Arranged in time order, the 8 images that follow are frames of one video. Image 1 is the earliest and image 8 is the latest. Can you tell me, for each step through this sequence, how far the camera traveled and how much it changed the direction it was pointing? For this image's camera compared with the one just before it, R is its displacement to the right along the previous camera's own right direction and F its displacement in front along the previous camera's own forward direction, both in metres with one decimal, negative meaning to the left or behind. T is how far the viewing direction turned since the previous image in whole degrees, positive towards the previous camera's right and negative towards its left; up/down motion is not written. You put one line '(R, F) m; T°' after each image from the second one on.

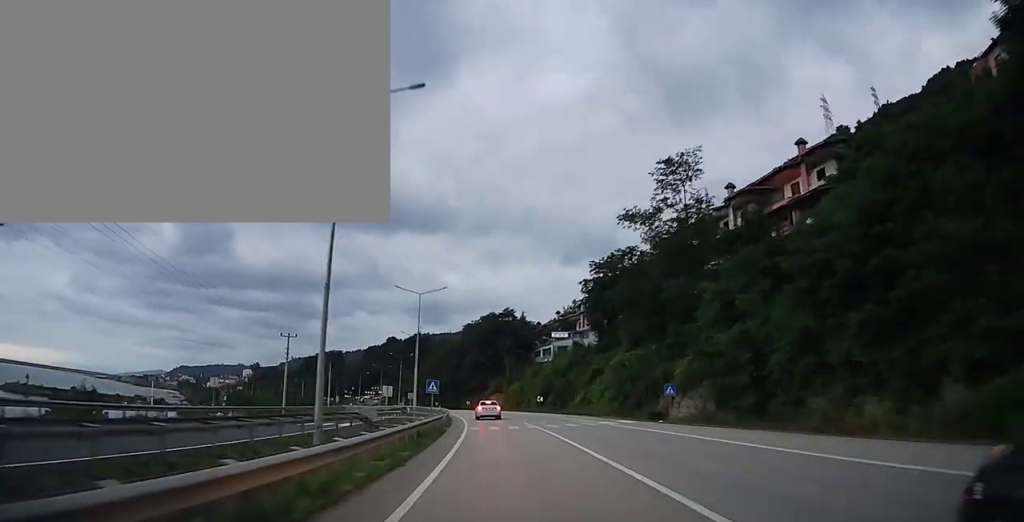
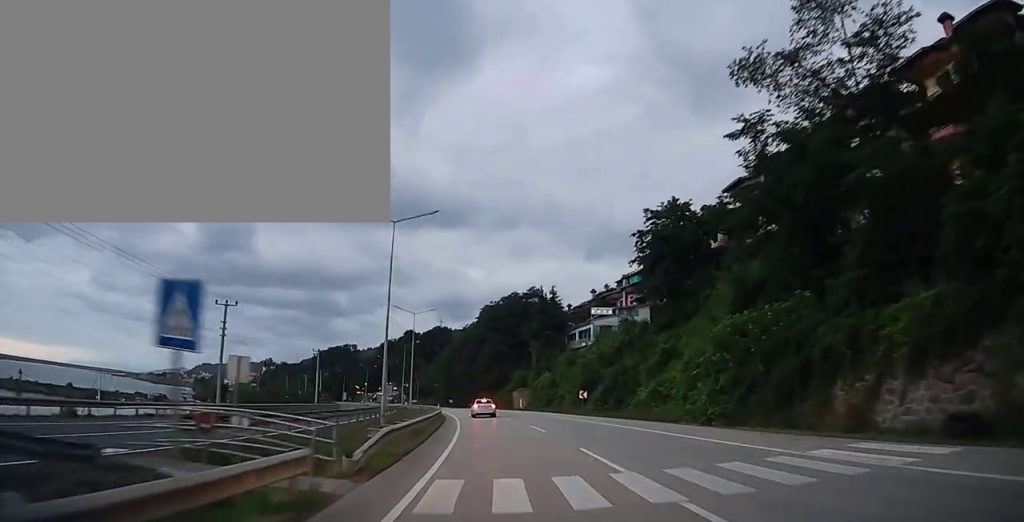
(-0.4, +22.1) m; -2°
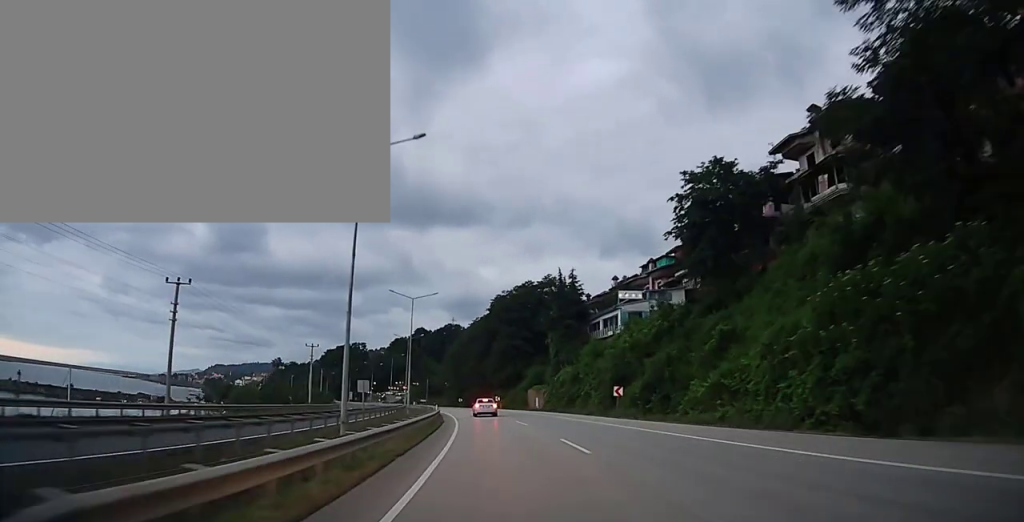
(-0.2, +9.8) m; -1°
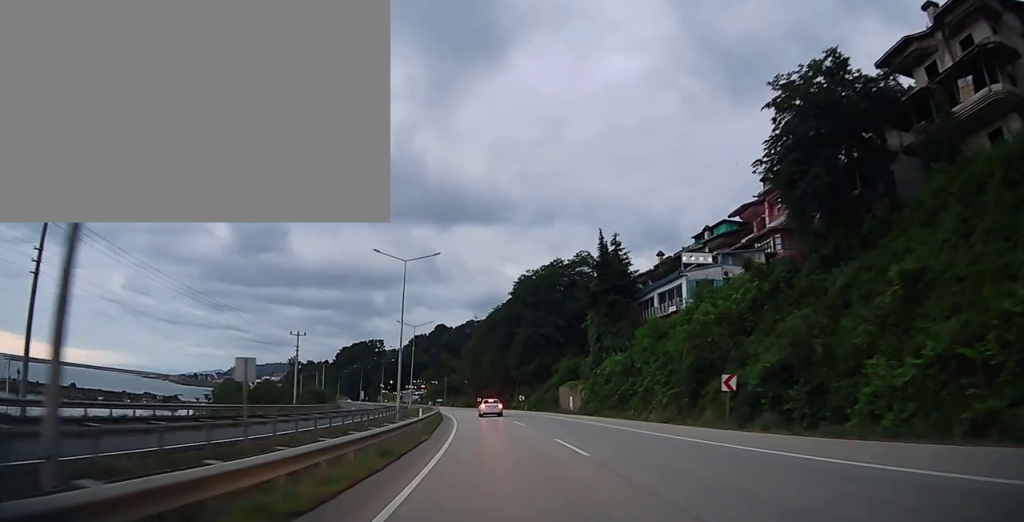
(-0.1, +15.7) m; -2°
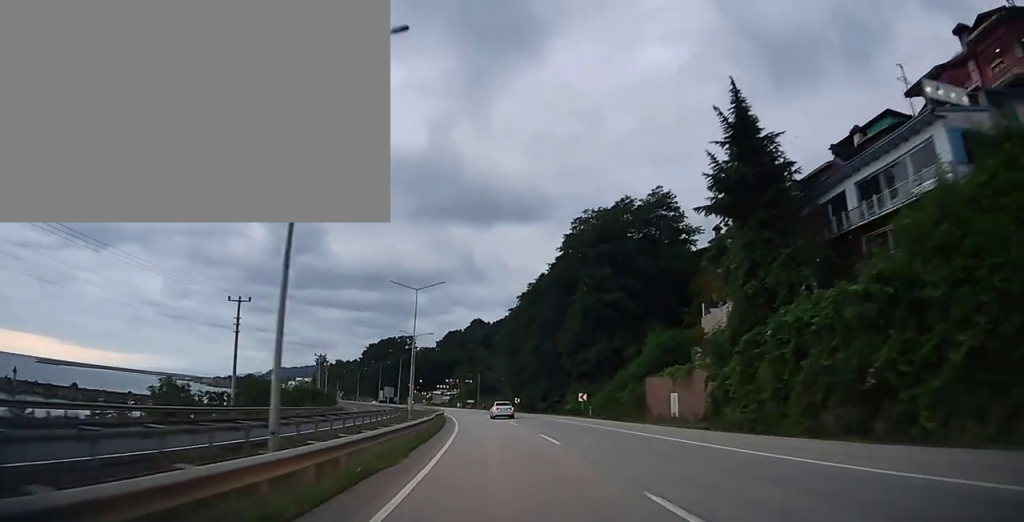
(-0.9, +26.8) m; -4°
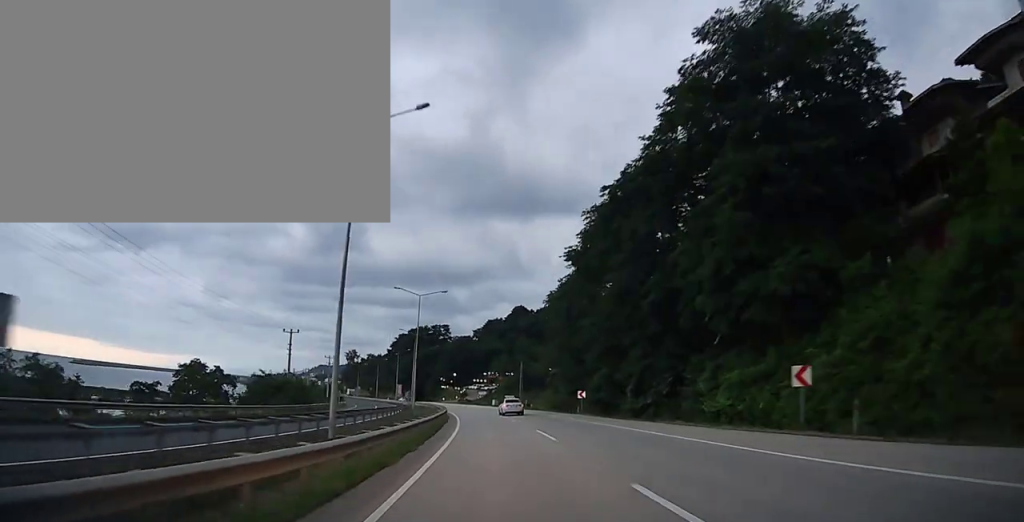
(-1.1, +30.6) m; -4°
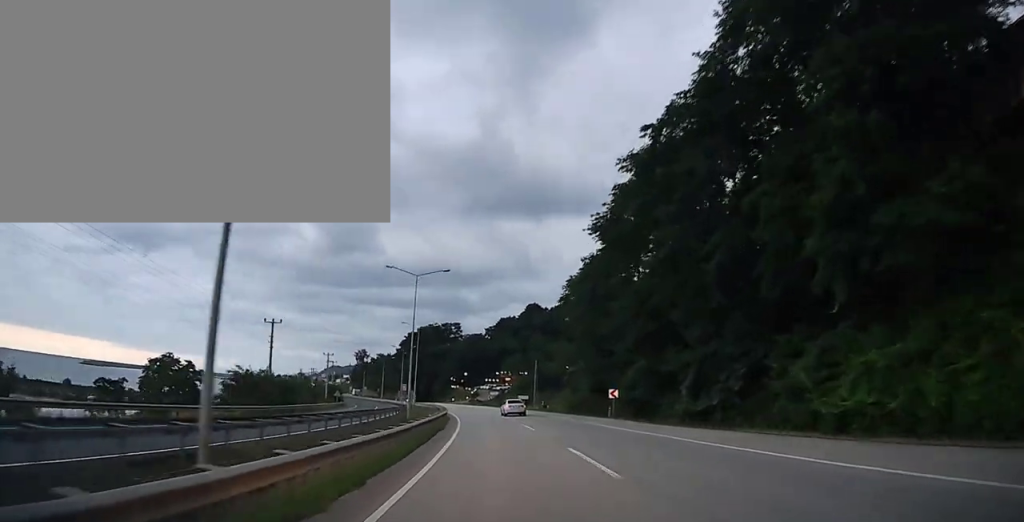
(0.0, +9.8) m; -1°
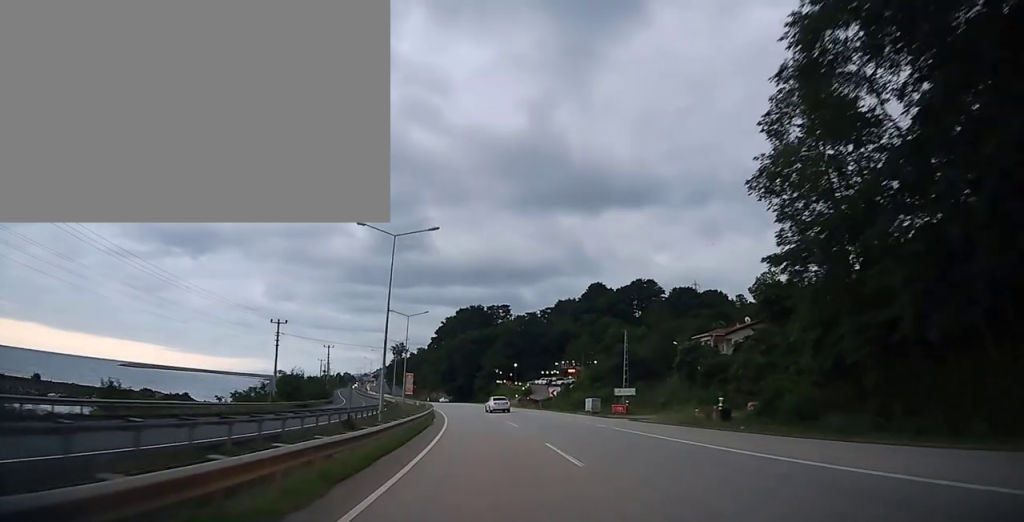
(-2.5, +45.4) m; -6°
